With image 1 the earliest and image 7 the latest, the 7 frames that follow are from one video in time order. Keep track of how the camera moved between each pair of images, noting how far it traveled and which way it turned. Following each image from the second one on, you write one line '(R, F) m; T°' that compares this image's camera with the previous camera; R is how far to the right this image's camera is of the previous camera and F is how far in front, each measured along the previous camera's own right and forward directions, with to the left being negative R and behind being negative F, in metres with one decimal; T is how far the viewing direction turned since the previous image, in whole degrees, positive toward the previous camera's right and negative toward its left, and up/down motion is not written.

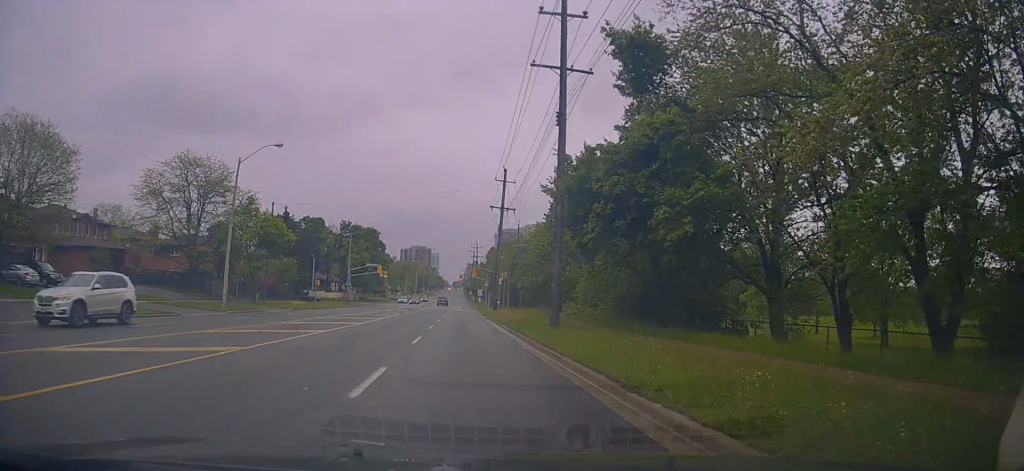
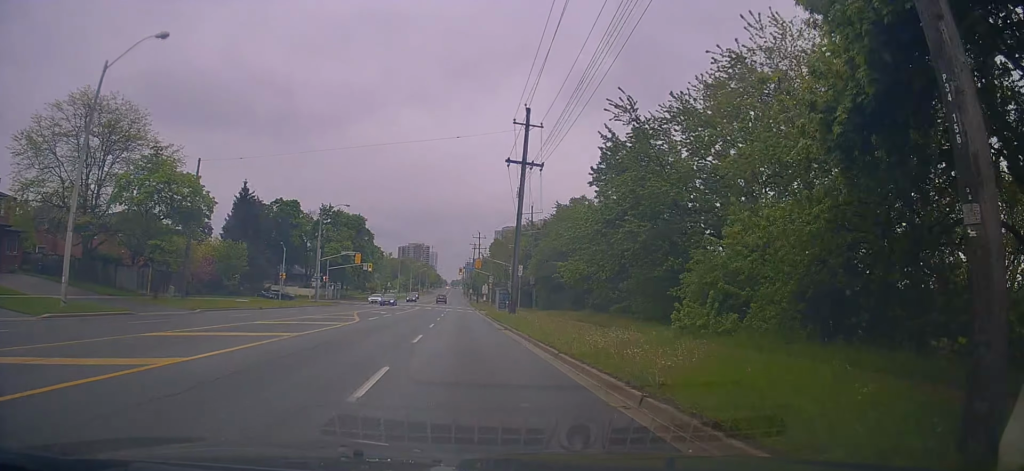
(+0.2, +17.6) m; -1°
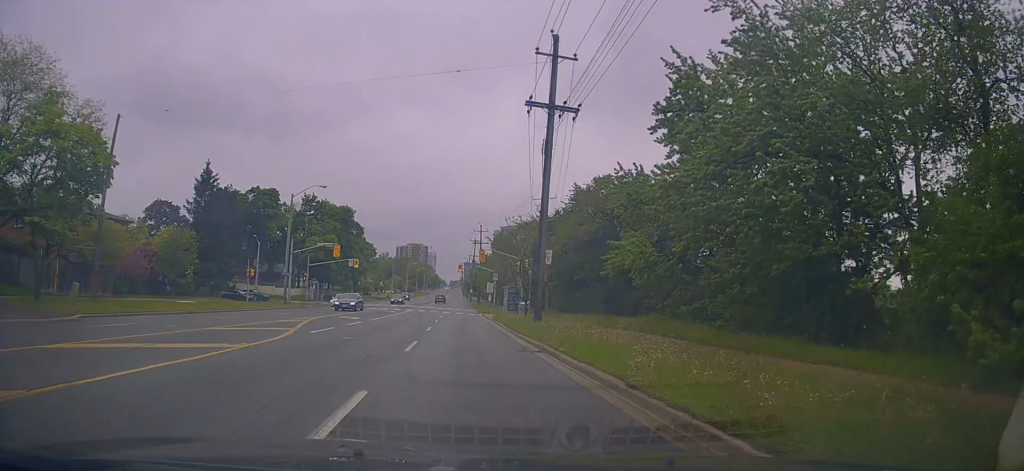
(-0.3, +11.7) m; 0°
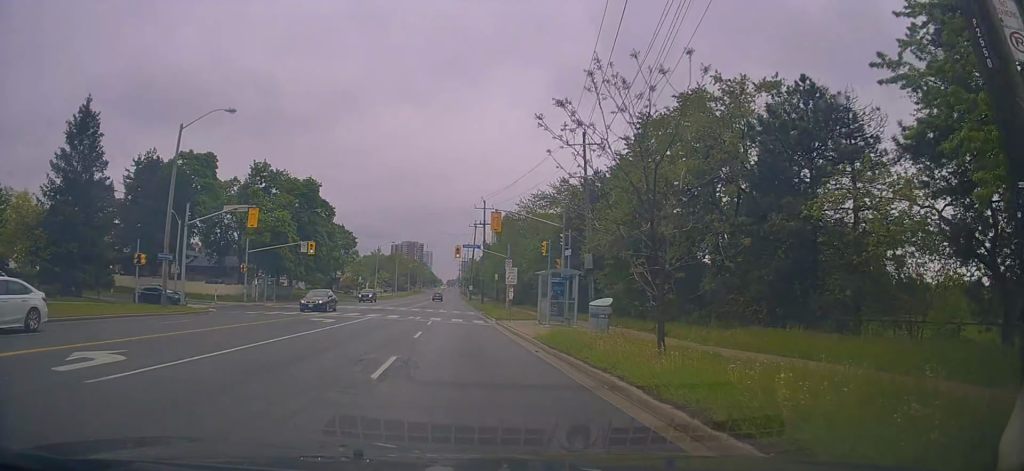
(+0.5, +22.9) m; +1°
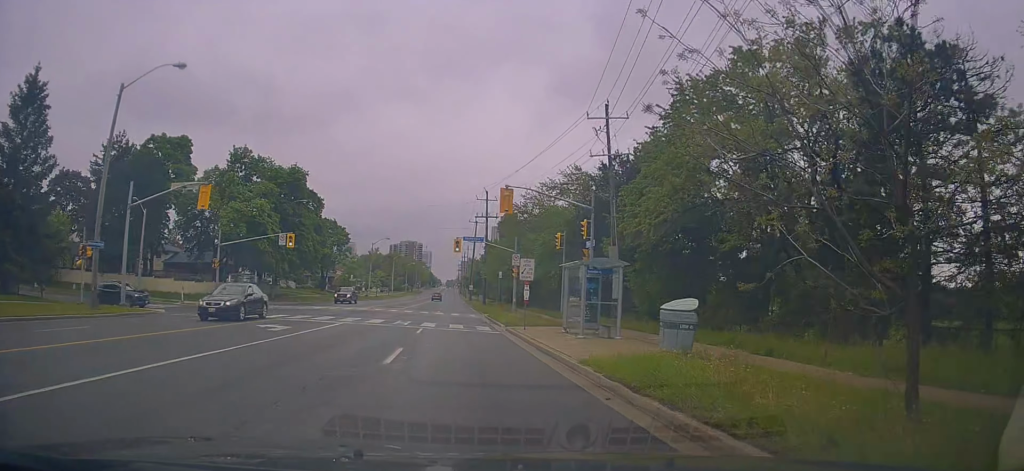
(+0.1, +6.7) m; -1°
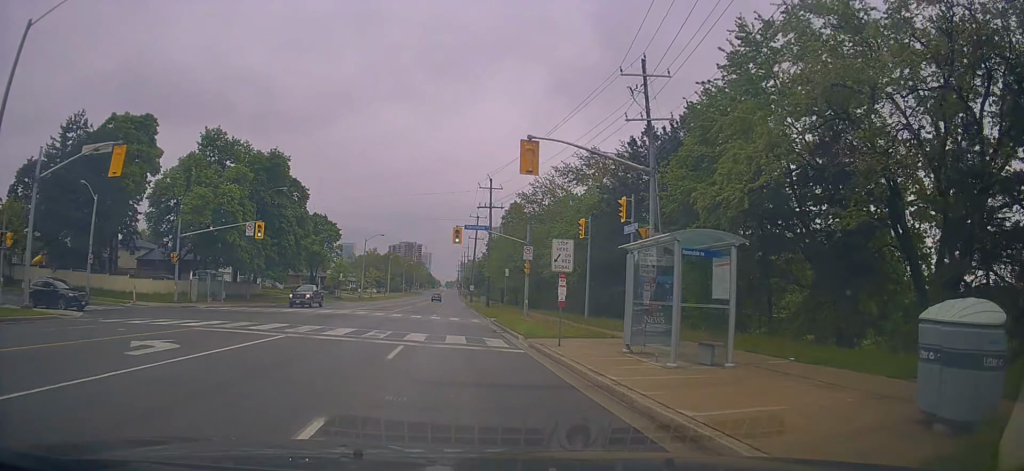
(-0.1, +8.1) m; 0°
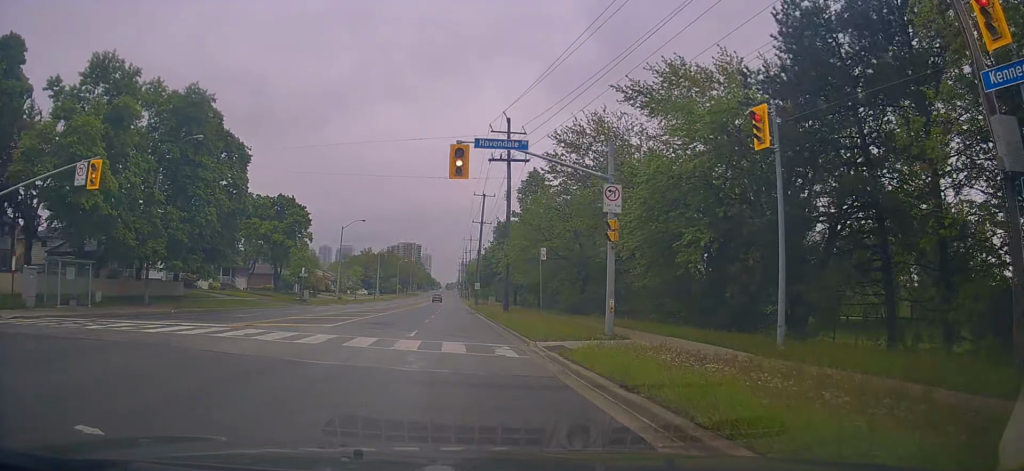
(+0.1, +20.6) m; 0°
